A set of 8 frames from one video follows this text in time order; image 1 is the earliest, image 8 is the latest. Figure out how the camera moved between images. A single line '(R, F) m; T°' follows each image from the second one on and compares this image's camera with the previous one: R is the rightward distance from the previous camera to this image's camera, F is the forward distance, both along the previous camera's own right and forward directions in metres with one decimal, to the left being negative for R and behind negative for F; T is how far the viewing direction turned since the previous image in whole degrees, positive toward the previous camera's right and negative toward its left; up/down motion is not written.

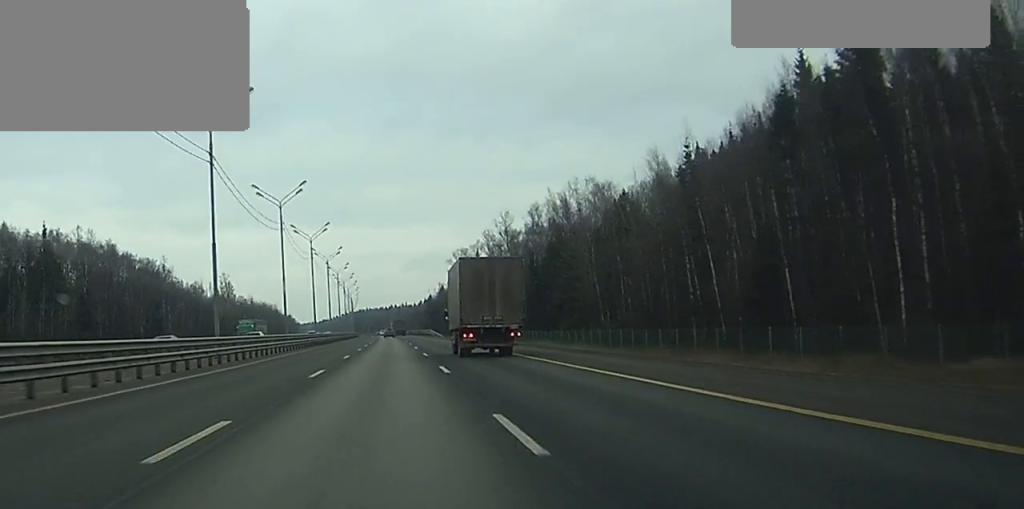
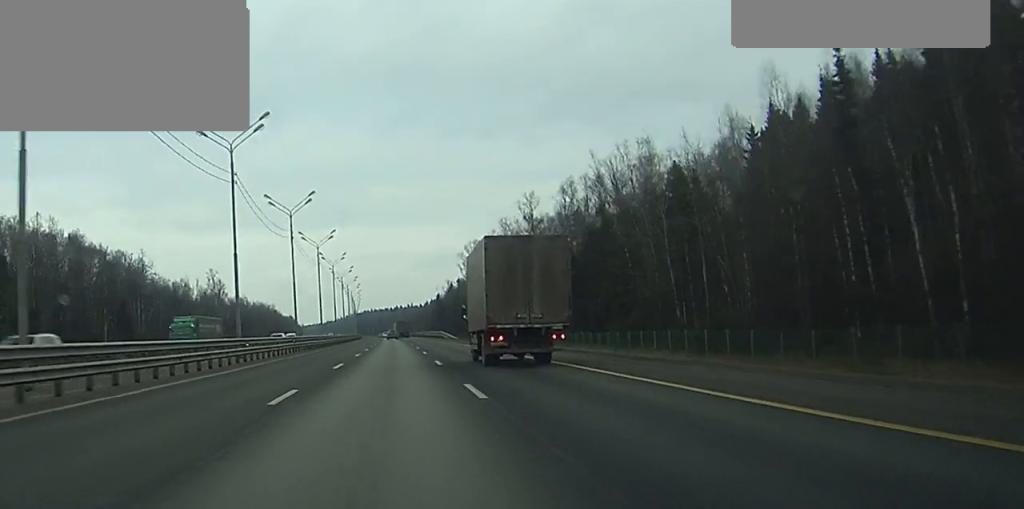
(0.0, +24.9) m; 0°
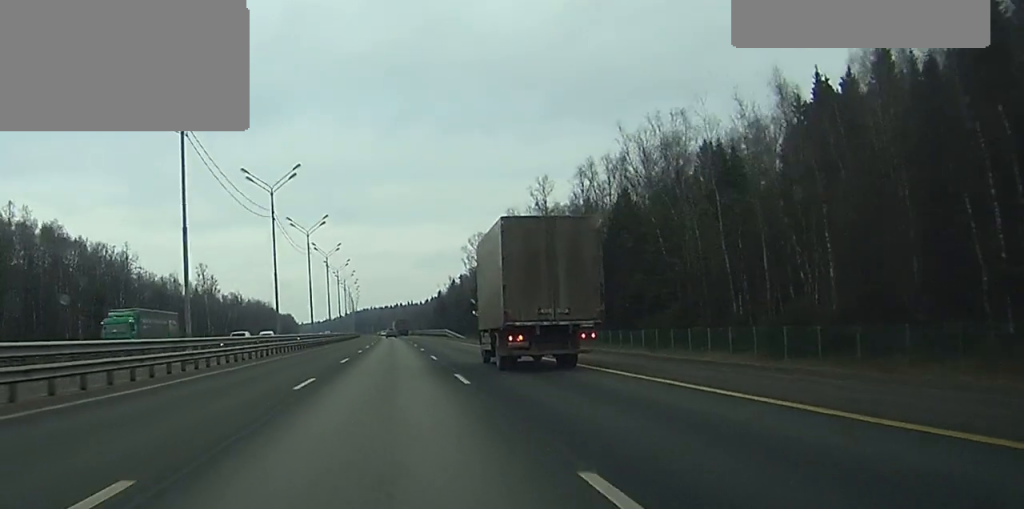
(-0.1, +12.5) m; 0°
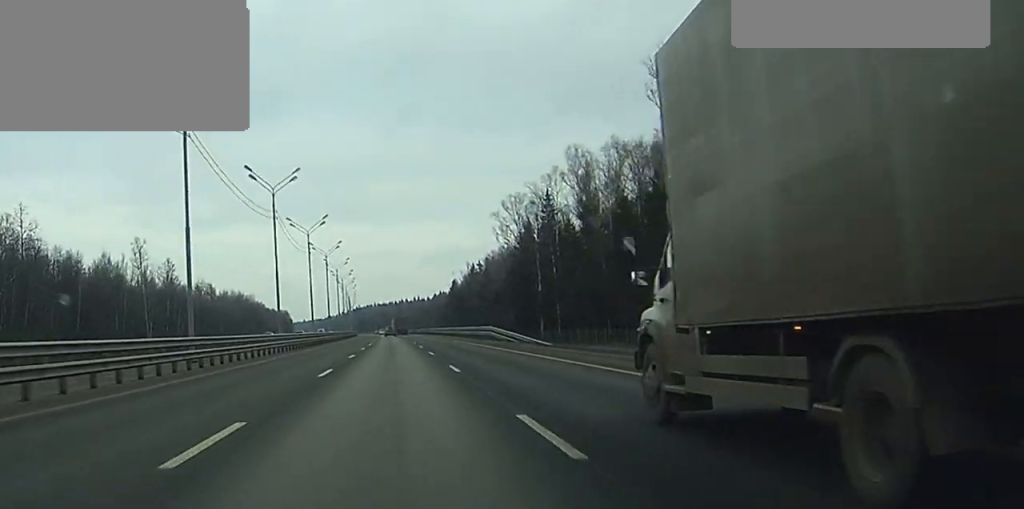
(-0.3, +59.3) m; -1°
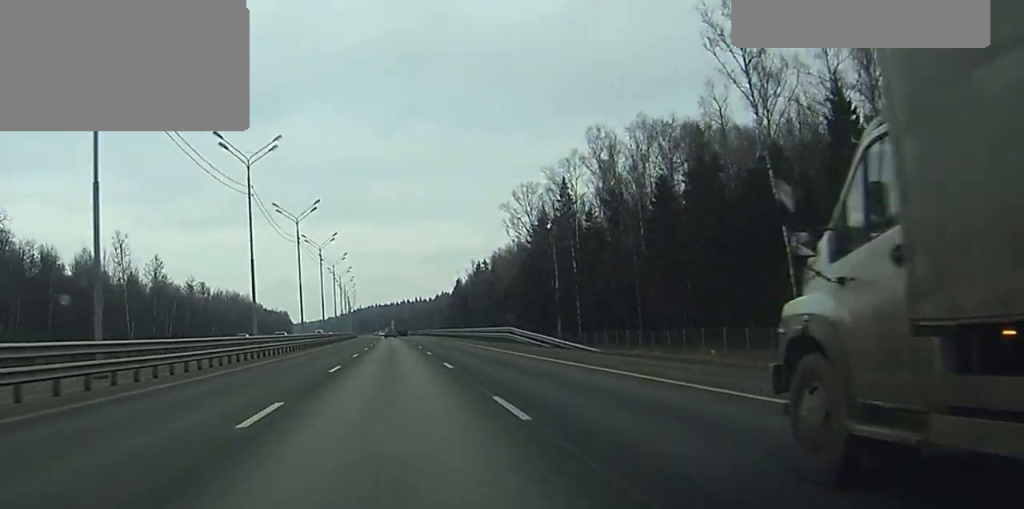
(0.0, +12.5) m; 0°
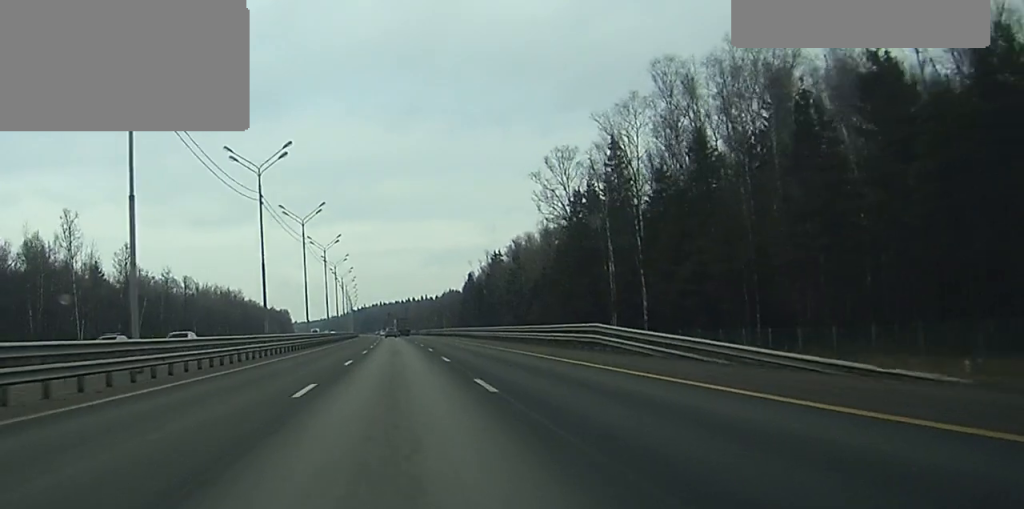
(0.0, +27.1) m; 0°
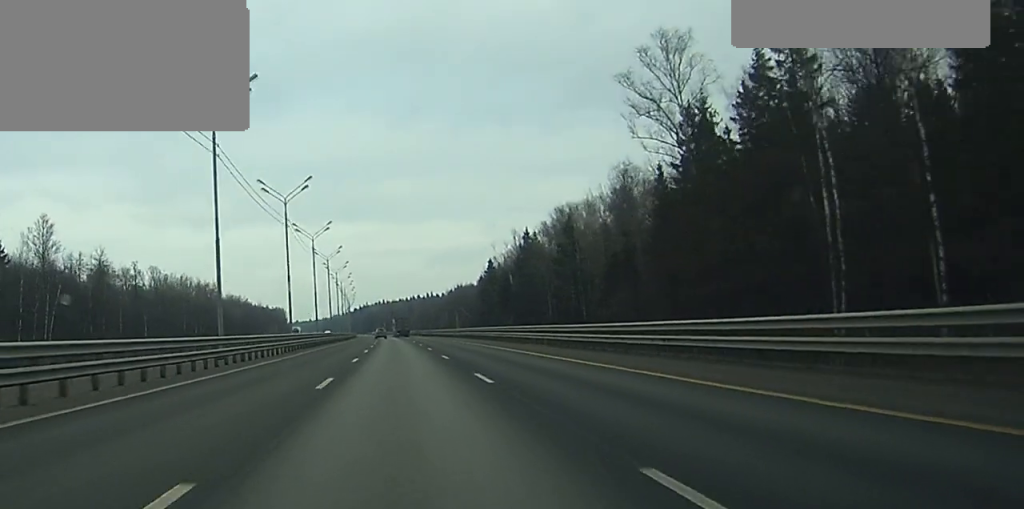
(0.0, +45.8) m; 0°
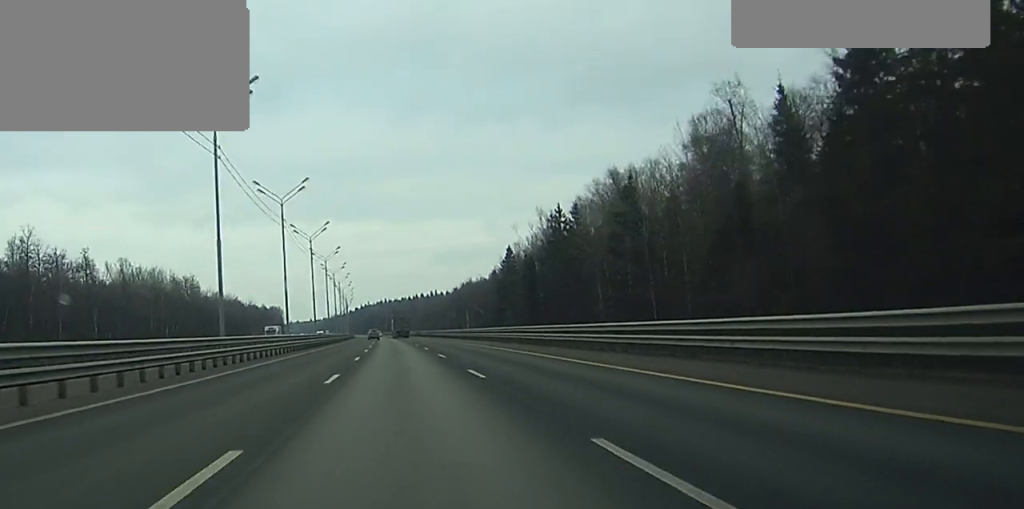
(0.0, +30.1) m; 0°
